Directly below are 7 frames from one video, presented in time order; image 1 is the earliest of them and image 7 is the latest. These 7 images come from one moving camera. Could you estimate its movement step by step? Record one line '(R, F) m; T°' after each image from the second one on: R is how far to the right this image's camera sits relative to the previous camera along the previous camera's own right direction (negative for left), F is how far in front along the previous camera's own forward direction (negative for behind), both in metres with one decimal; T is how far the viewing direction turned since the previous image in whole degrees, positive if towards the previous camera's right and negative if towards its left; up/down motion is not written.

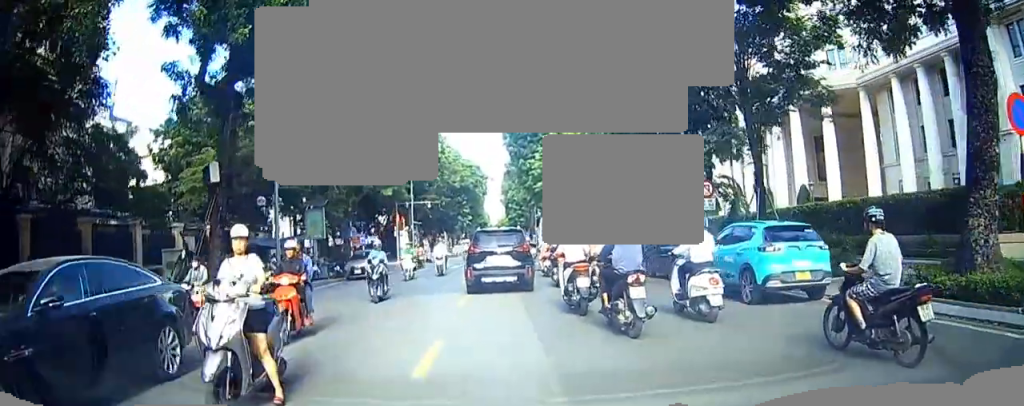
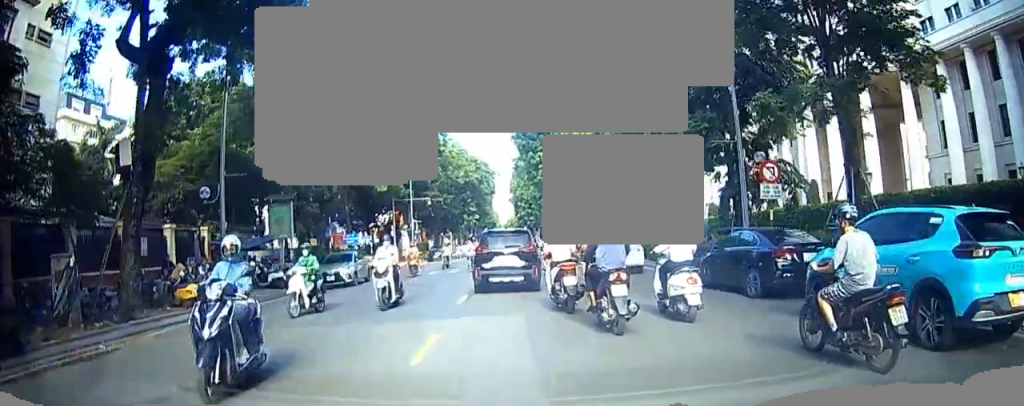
(0.0, +4.9) m; 0°
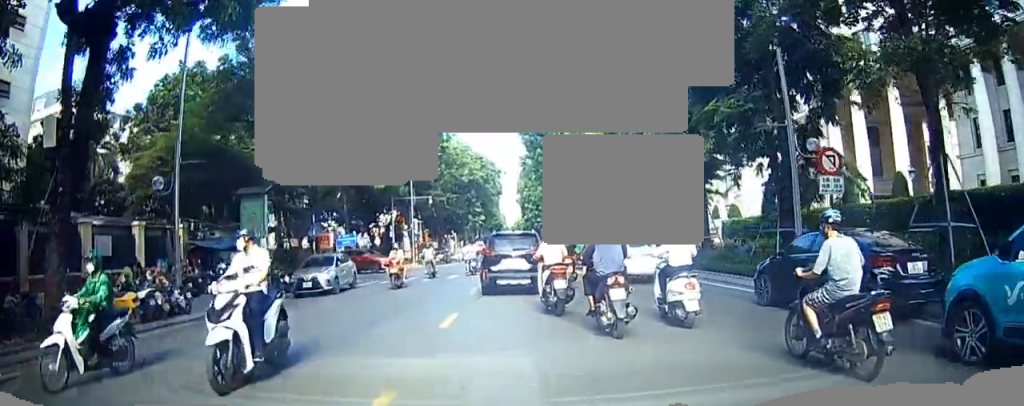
(0.0, +3.0) m; 0°
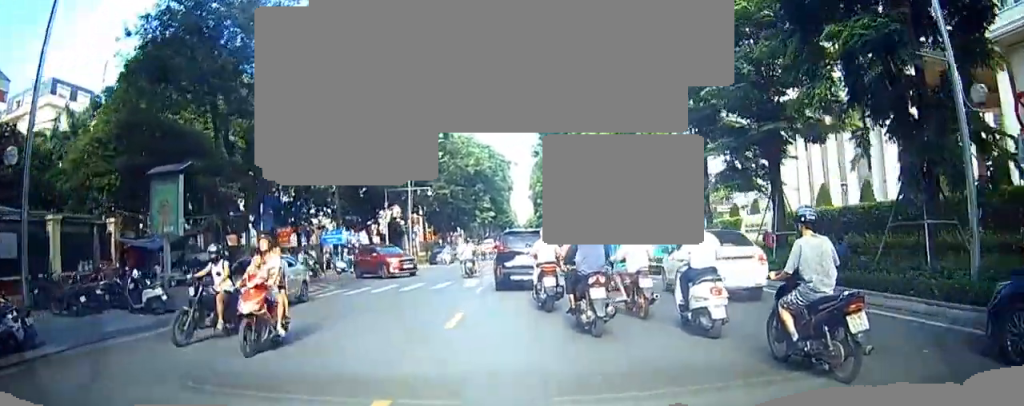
(0.0, +5.9) m; 0°
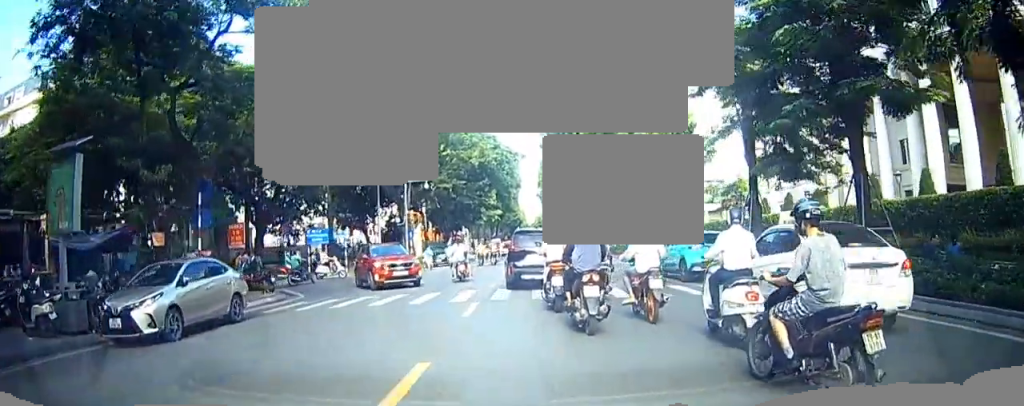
(0.0, +4.4) m; +1°
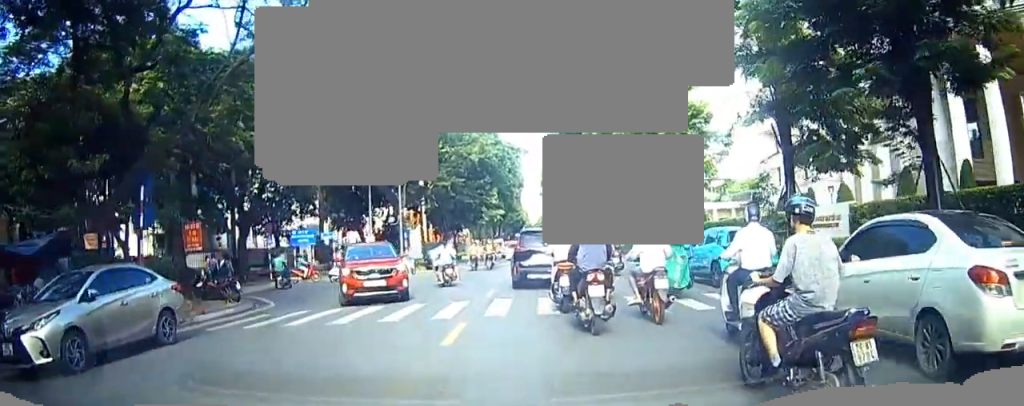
(0.0, +2.5) m; +2°
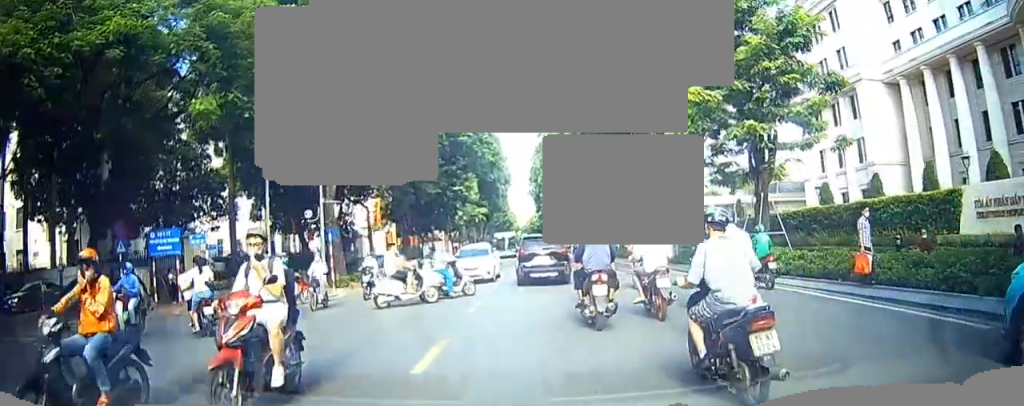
(+1.1, +12.2) m; +6°
